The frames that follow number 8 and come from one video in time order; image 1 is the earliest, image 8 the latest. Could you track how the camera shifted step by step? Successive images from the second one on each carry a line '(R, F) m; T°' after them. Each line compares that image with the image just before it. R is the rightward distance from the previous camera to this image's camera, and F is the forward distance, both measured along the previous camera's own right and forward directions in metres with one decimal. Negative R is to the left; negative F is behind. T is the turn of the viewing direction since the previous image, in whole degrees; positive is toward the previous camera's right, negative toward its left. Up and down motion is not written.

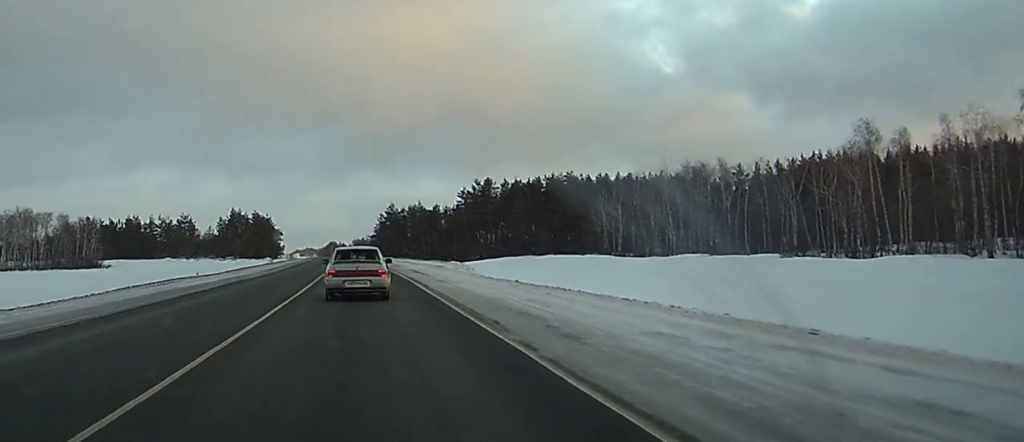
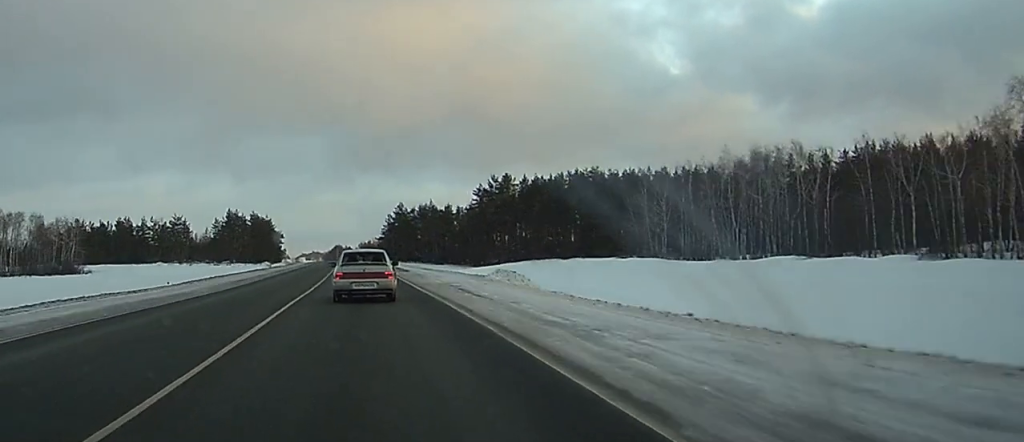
(-0.1, +20.1) m; -1°
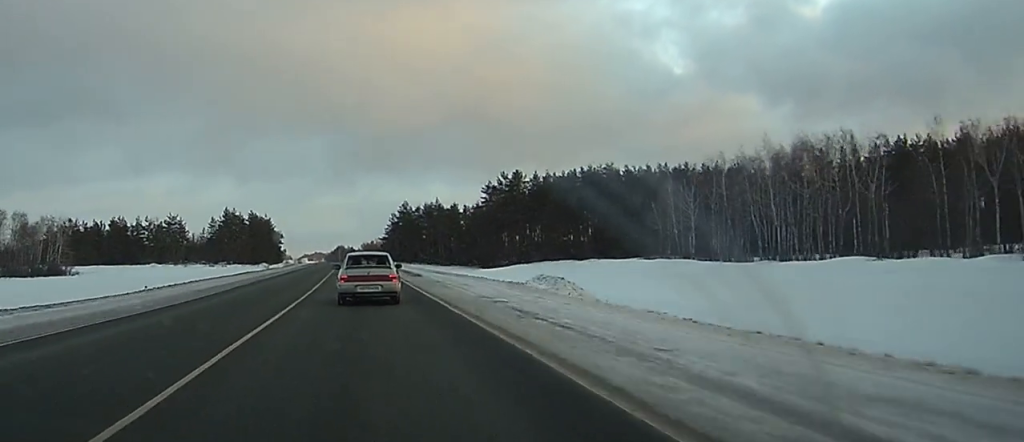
(0.0, +10.5) m; 0°
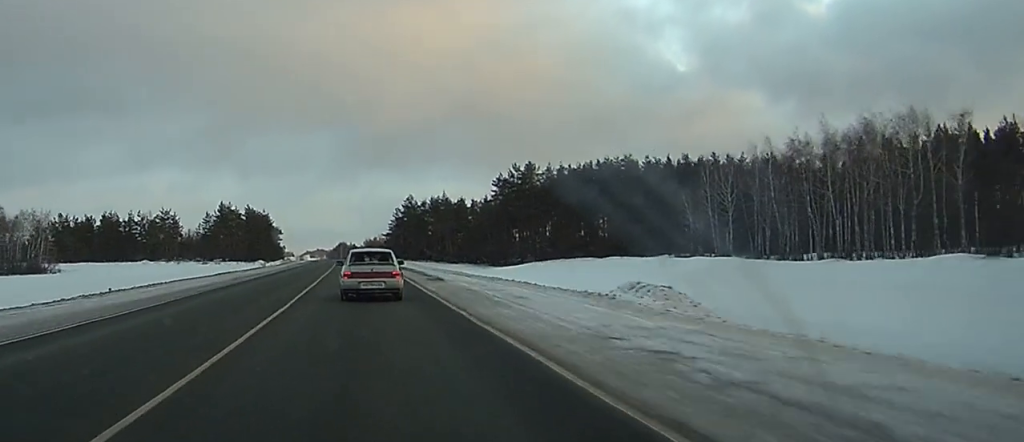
(0.0, +12.3) m; 0°
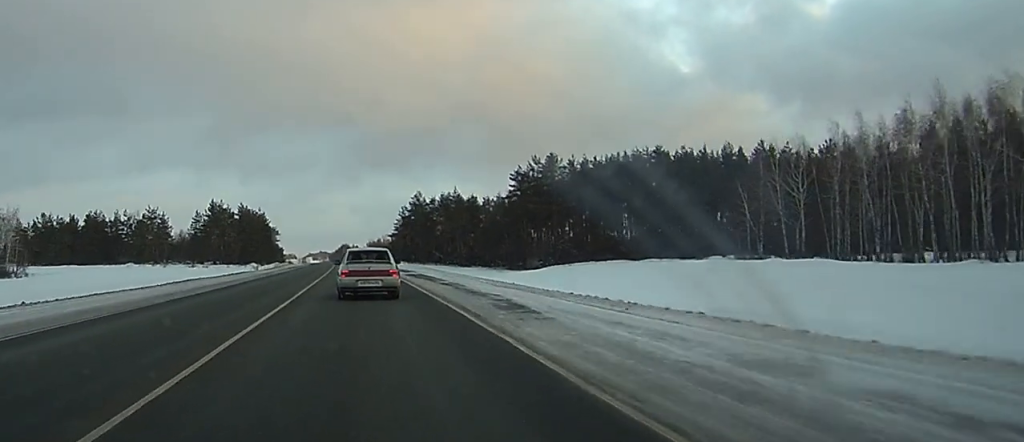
(-0.1, +18.6) m; -1°
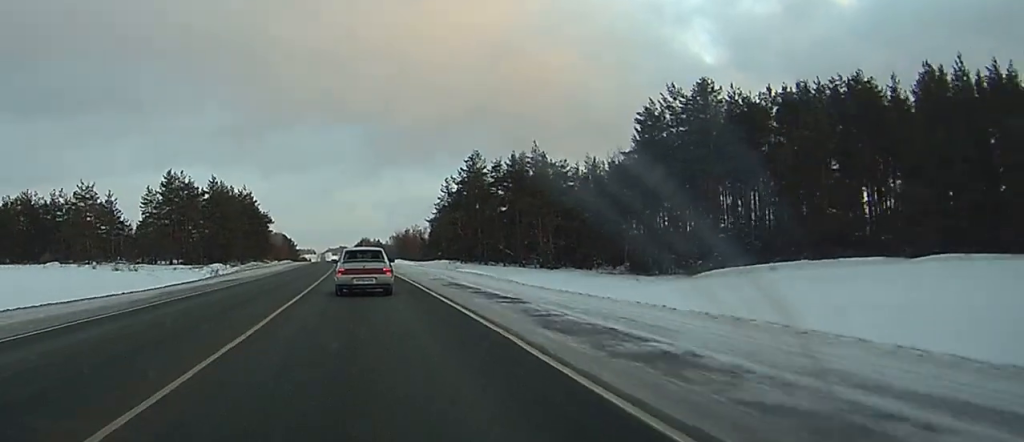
(-0.8, +67.7) m; -1°
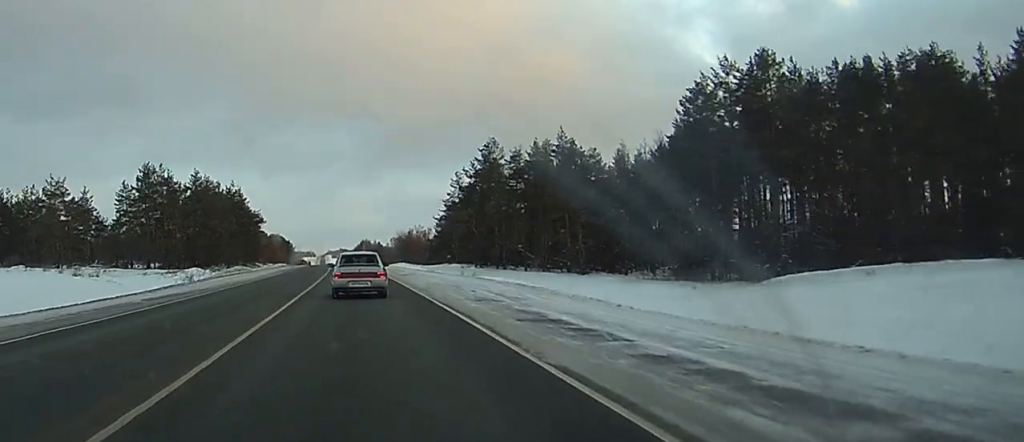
(+0.1, +16.0) m; 0°
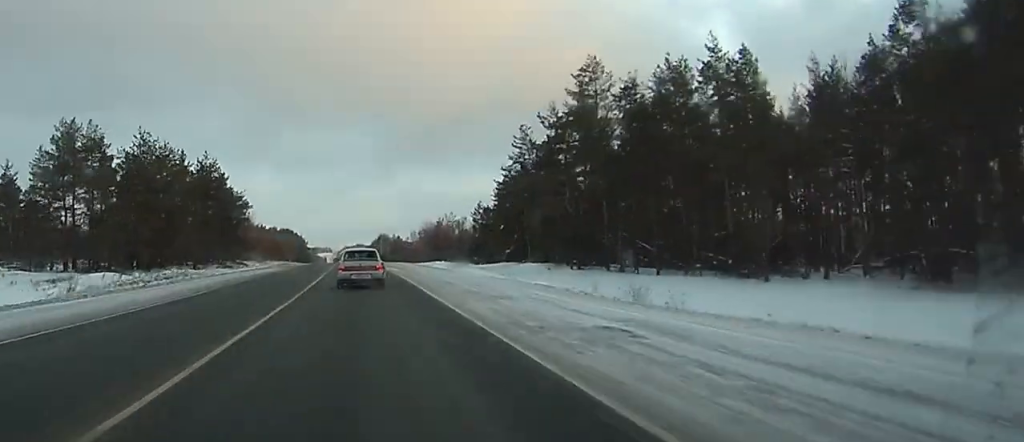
(-0.4, +42.5) m; -1°
